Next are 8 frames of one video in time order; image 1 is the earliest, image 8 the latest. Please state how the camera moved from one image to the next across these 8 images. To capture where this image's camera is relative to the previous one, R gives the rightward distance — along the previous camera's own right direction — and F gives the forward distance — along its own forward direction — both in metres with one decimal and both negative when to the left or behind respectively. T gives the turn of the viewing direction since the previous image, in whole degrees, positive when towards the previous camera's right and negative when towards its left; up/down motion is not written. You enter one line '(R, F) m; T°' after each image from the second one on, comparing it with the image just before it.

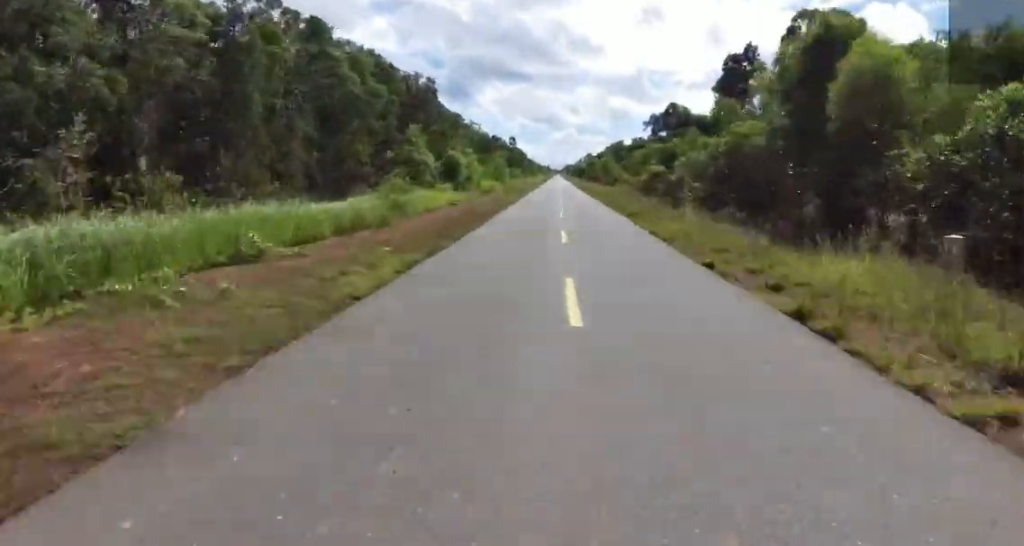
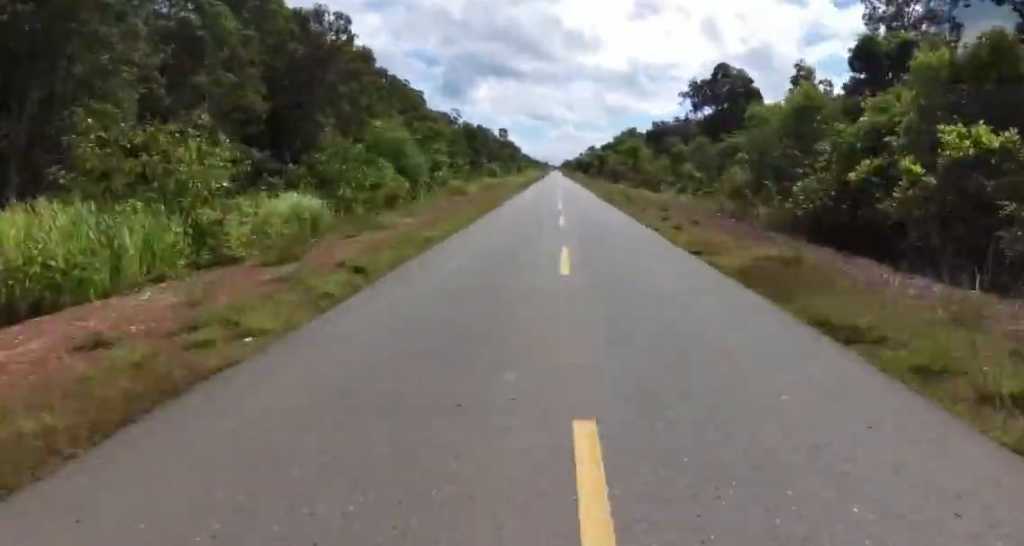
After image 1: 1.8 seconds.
(0.0, +46.3) m; +3°
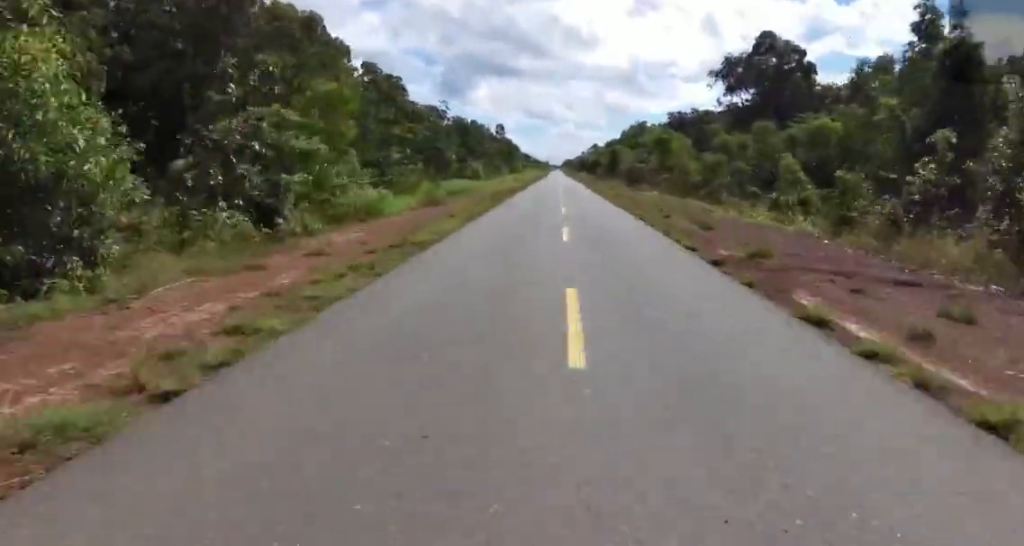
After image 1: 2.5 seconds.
(+0.8, +19.8) m; 0°
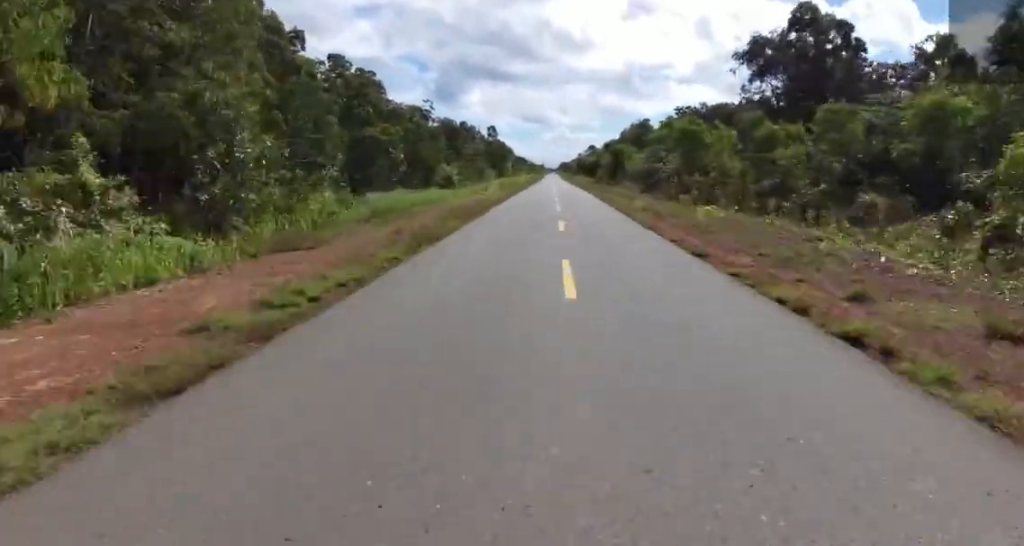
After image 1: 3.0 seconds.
(+0.1, +13.6) m; 0°
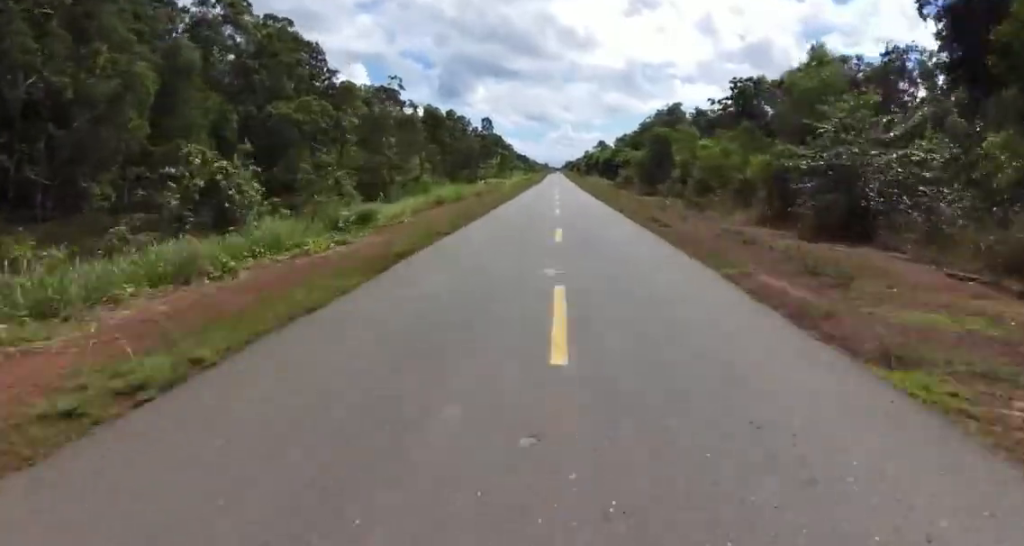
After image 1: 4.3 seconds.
(-0.8, +35.1) m; -1°
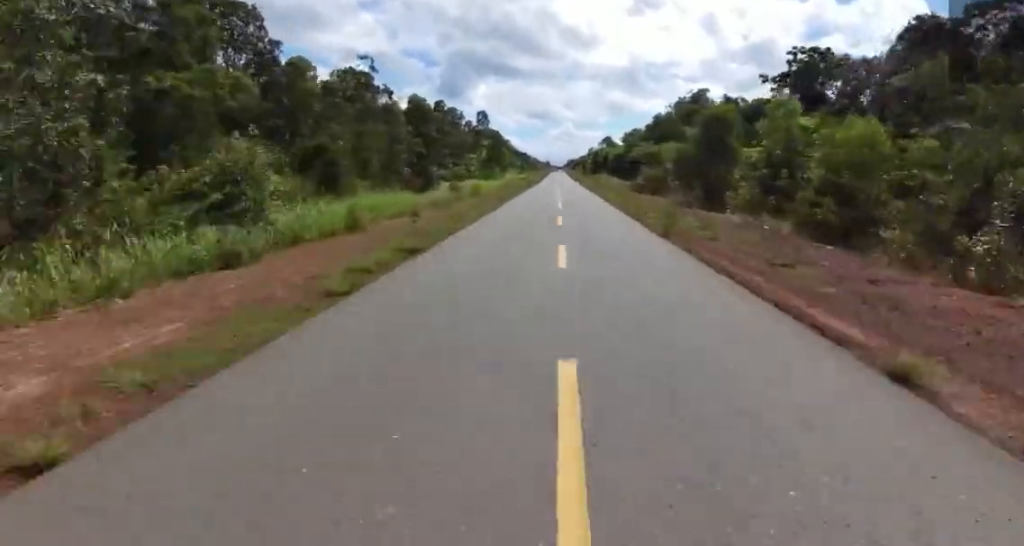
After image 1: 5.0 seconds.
(0.0, +20.6) m; 0°
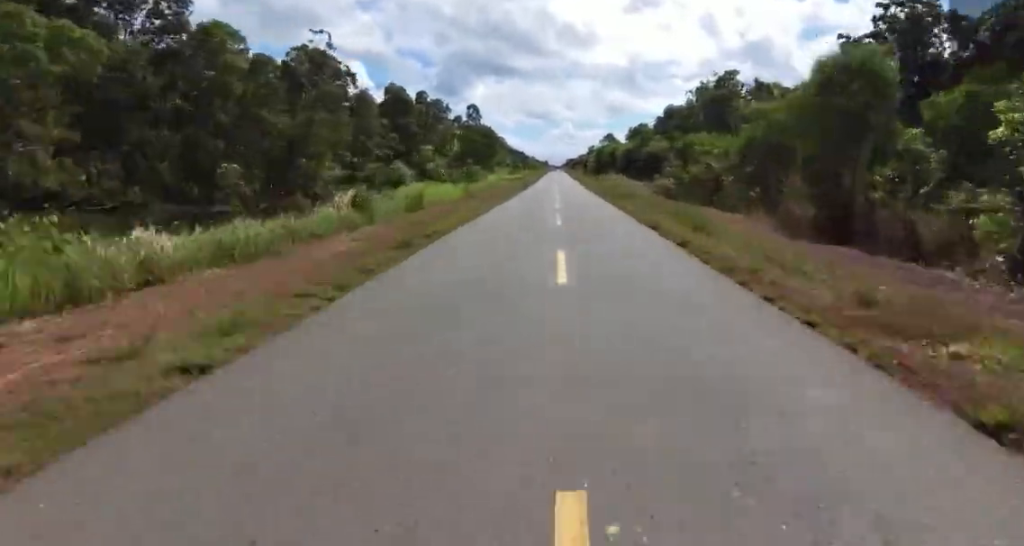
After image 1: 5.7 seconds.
(0.0, +17.9) m; 0°
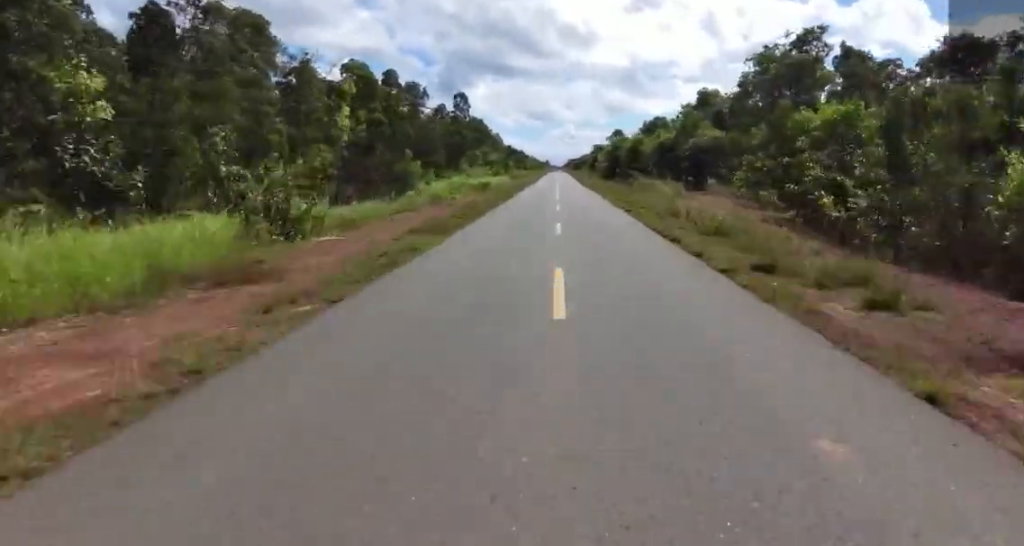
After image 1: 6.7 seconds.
(0.0, +27.4) m; 0°
